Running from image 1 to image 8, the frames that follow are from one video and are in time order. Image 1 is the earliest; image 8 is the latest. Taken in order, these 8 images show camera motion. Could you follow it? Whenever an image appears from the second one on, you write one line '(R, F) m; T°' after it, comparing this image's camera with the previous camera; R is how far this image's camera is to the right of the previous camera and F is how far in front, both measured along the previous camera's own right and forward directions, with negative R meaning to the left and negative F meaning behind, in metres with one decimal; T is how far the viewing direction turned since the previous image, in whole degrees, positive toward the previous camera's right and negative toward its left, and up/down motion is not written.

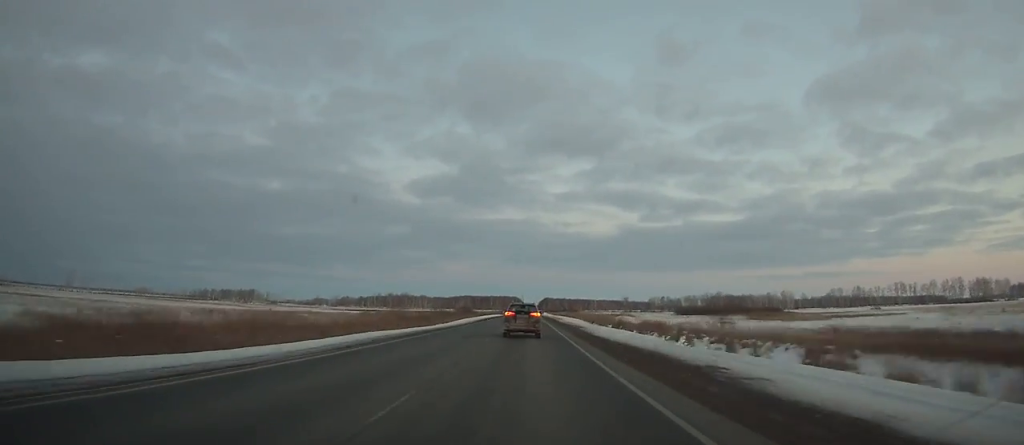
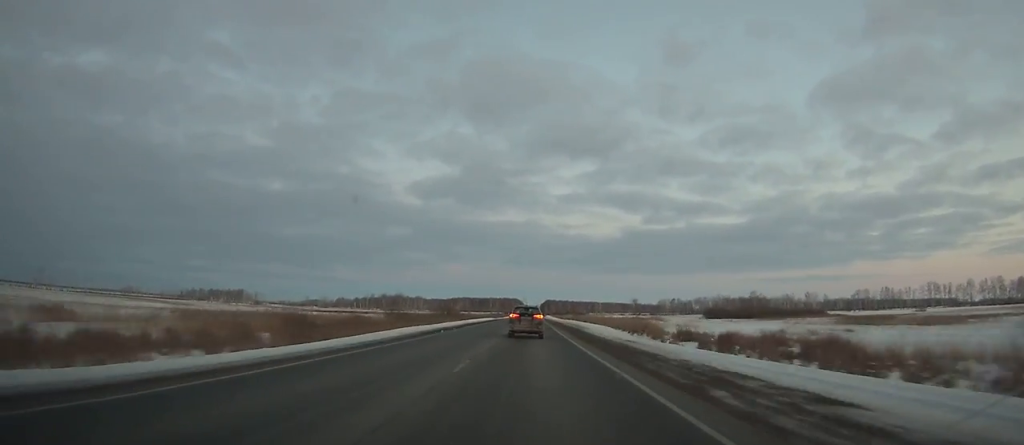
(0.0, +41.7) m; 0°
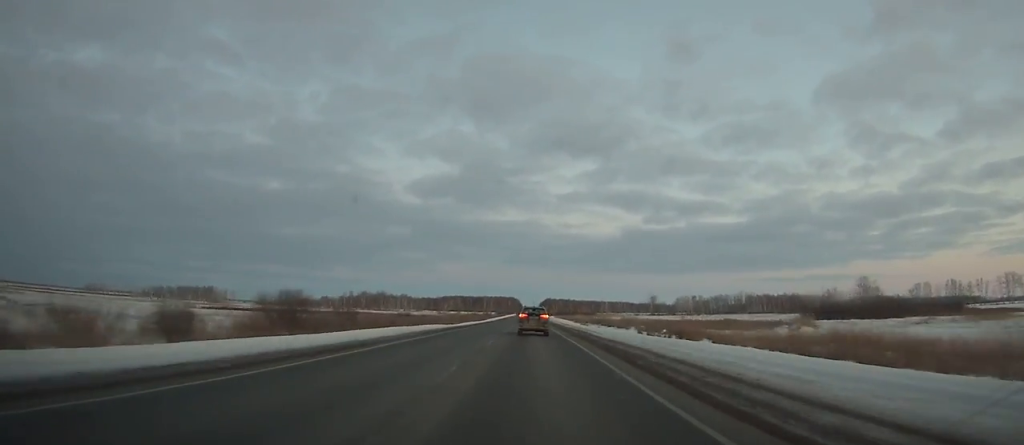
(+0.1, +84.4) m; 0°
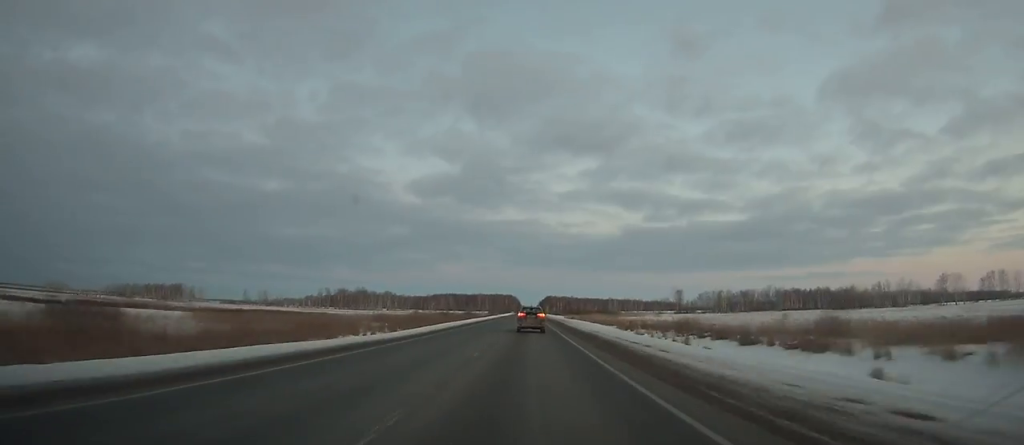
(0.0, +76.4) m; 0°
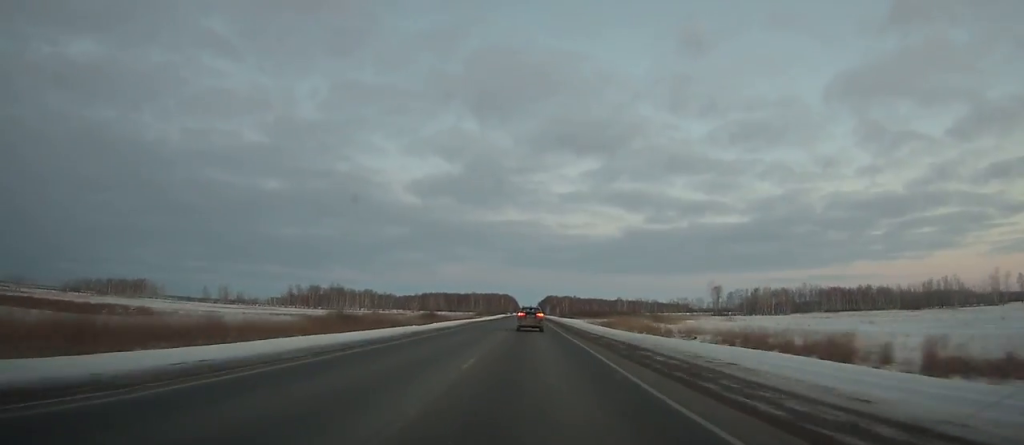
(+0.1, +74.0) m; 0°
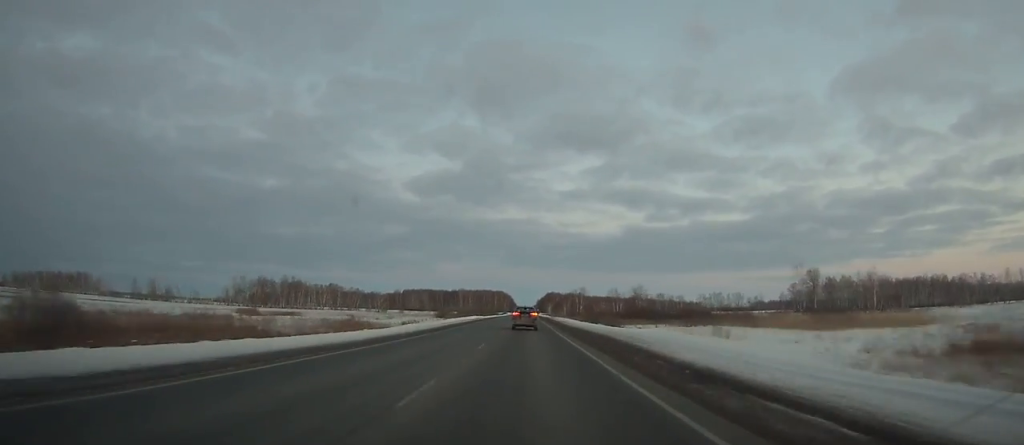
(+0.2, +99.0) m; 0°
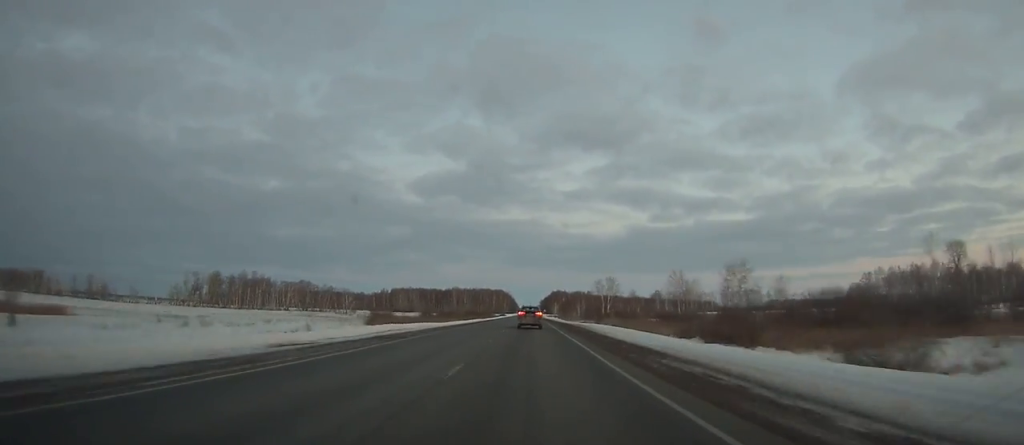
(0.0, +67.9) m; 0°
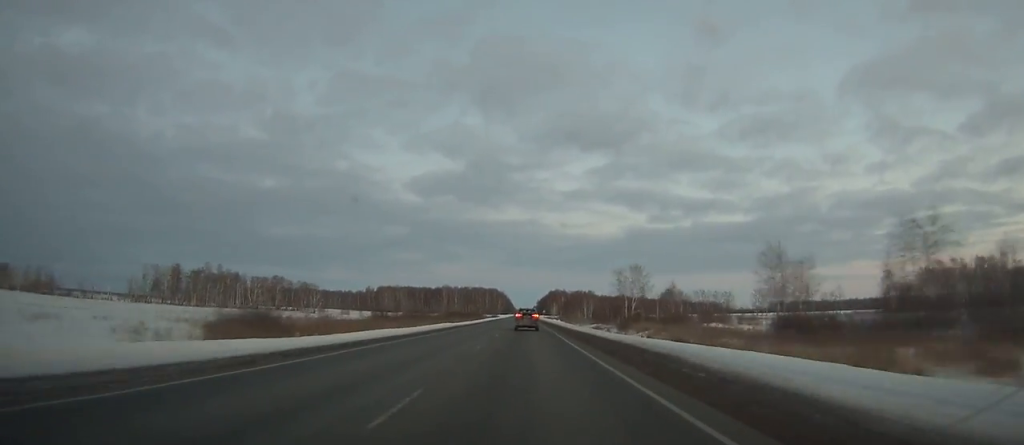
(0.0, +40.1) m; 0°
